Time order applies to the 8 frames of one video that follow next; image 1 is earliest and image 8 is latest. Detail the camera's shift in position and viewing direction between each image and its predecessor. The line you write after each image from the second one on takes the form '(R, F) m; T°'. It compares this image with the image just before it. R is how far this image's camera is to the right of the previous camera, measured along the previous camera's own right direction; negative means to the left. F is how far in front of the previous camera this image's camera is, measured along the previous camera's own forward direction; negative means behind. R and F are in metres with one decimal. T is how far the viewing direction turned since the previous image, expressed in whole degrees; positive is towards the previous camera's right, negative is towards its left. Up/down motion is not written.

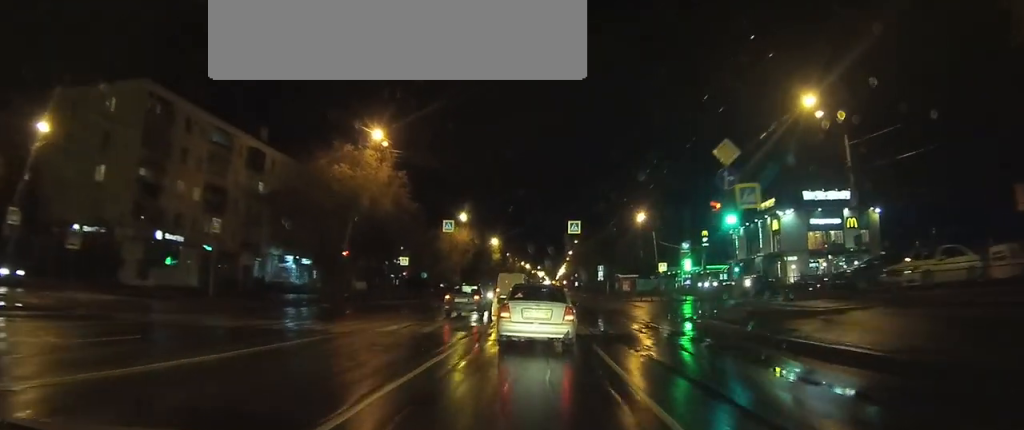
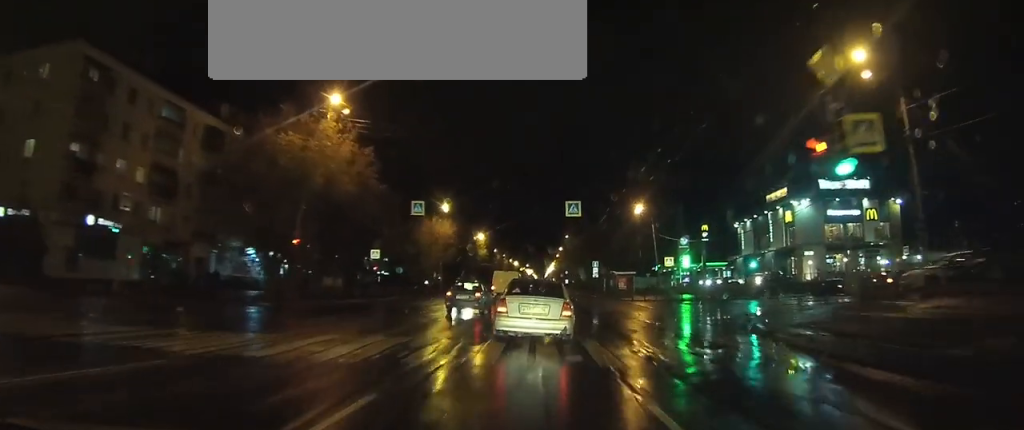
(+0.1, +7.9) m; +1°
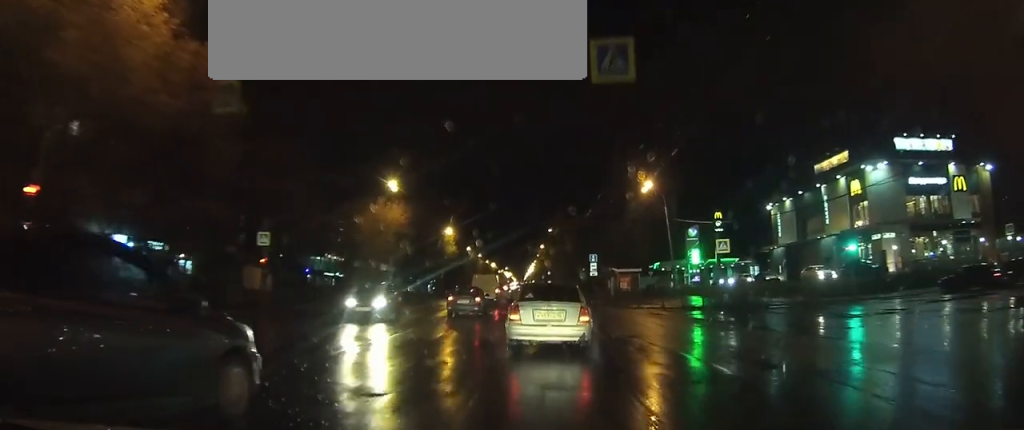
(+0.3, +20.7) m; +1°
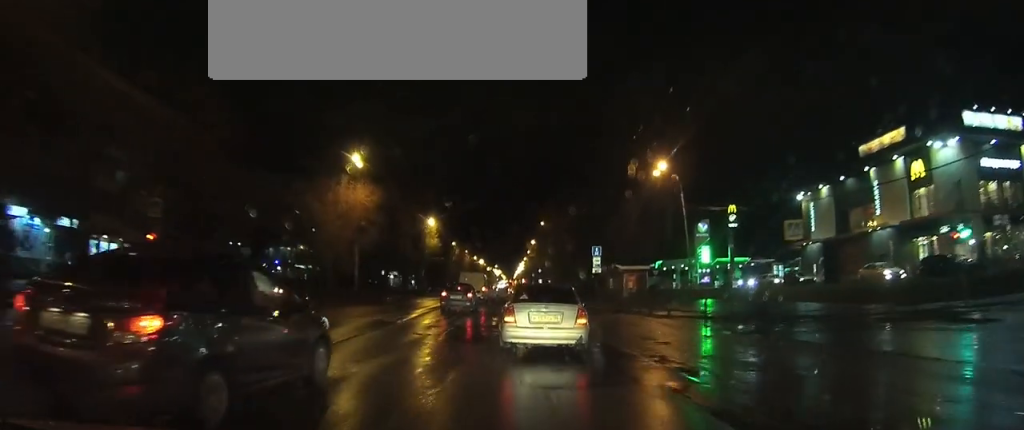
(0.0, +10.7) m; -1°
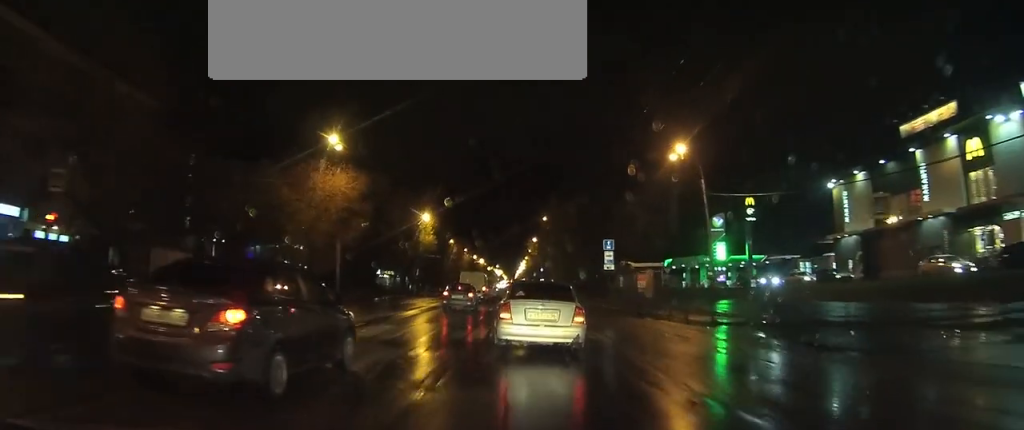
(-0.1, +6.4) m; -1°
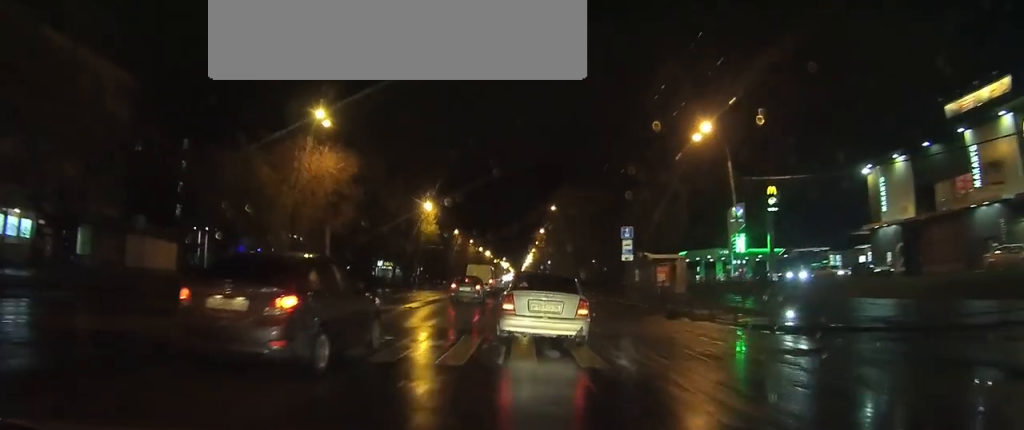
(0.0, +4.9) m; 0°
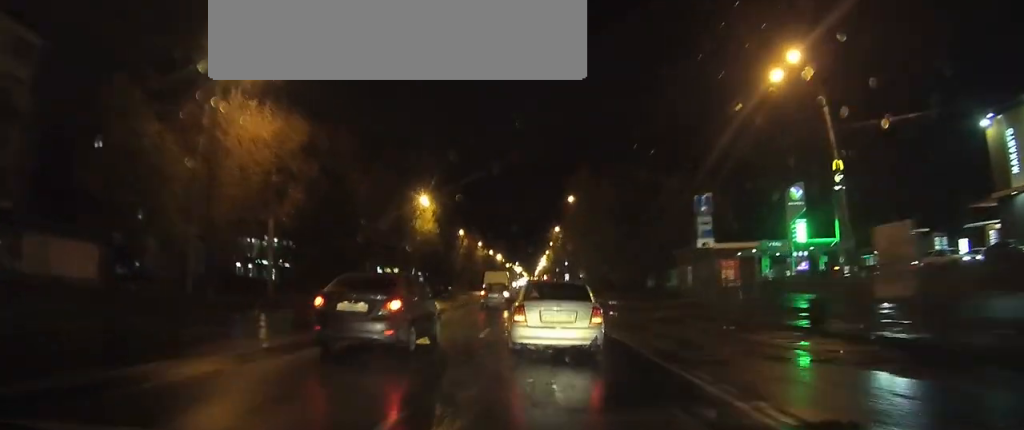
(-0.1, +13.9) m; 0°
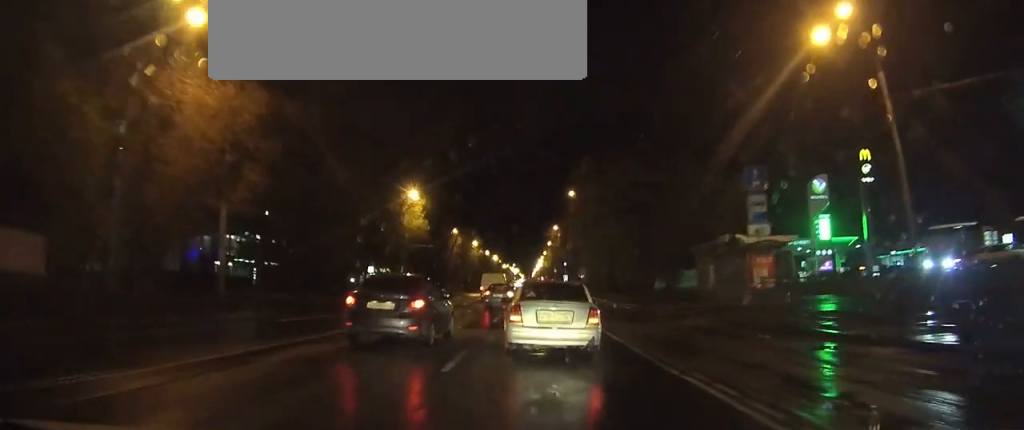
(0.0, +5.7) m; 0°
